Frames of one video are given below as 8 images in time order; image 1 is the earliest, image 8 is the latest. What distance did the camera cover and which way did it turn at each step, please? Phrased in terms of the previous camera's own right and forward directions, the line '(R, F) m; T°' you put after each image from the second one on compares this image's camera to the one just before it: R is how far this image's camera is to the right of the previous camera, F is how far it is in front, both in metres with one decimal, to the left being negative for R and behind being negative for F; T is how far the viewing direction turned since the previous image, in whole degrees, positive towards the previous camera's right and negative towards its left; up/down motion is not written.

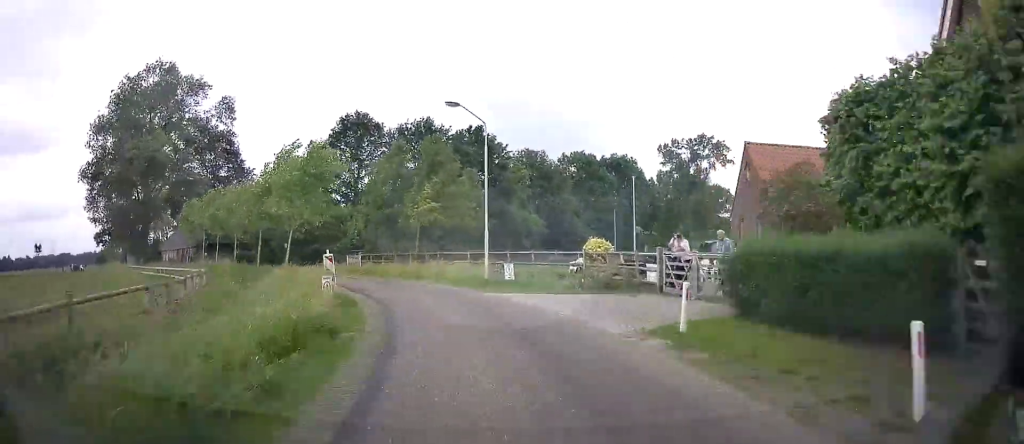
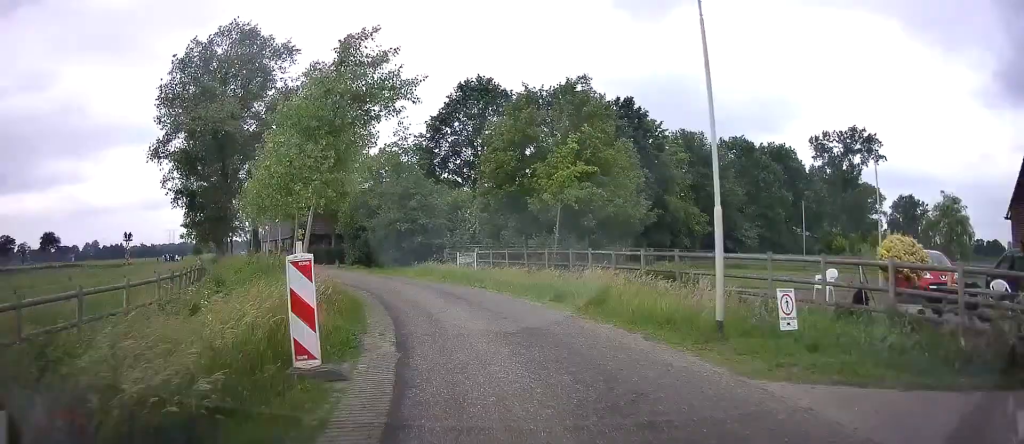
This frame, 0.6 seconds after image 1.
(-1.1, +12.3) m; -10°
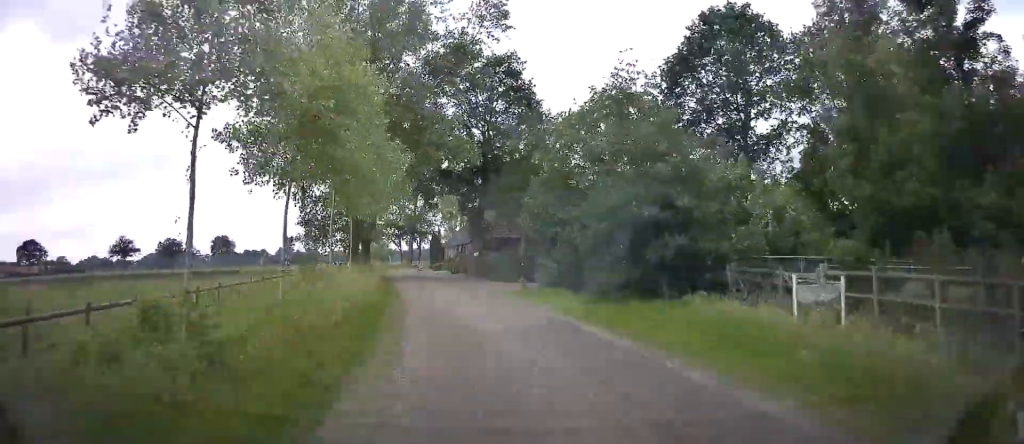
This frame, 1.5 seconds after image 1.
(-1.9, +18.9) m; -9°
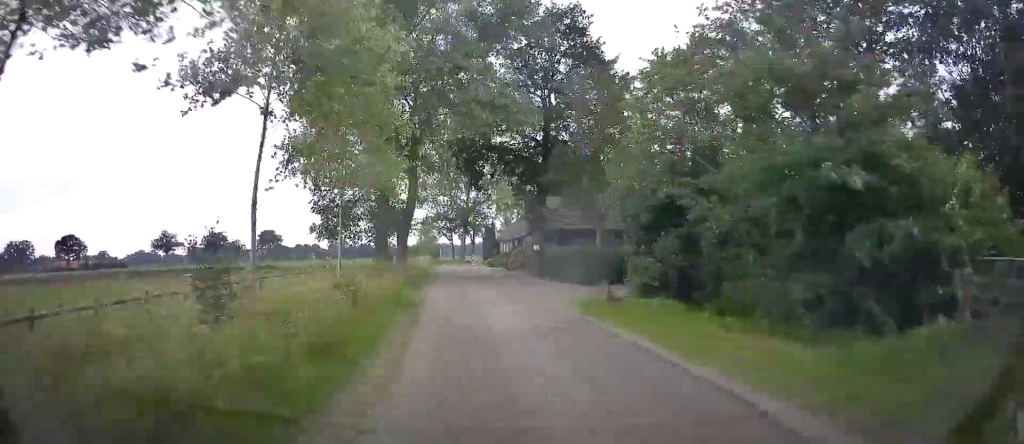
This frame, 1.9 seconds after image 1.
(-0.5, +9.1) m; -2°
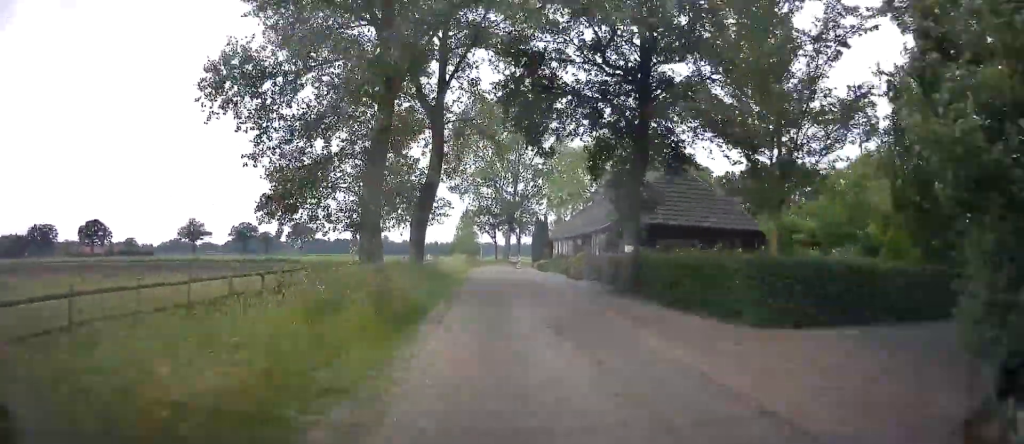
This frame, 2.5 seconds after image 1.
(-0.3, +13.1) m; -3°
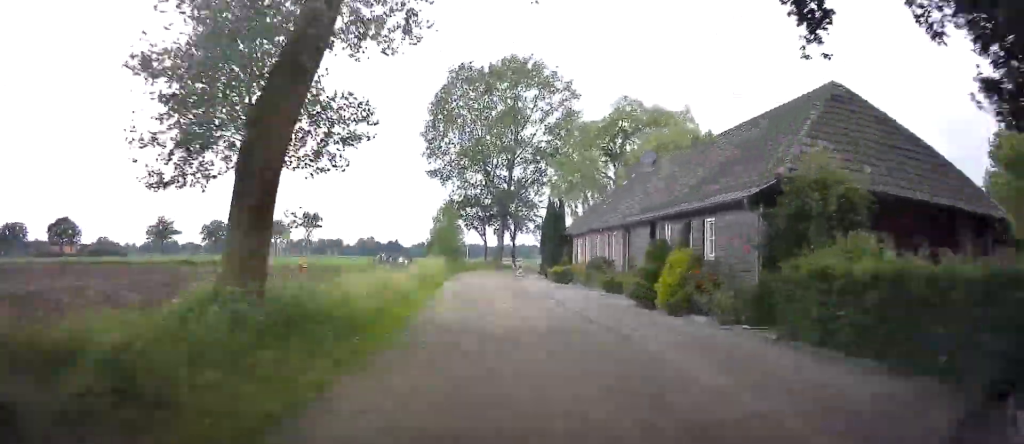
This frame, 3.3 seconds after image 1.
(-0.7, +18.6) m; +2°
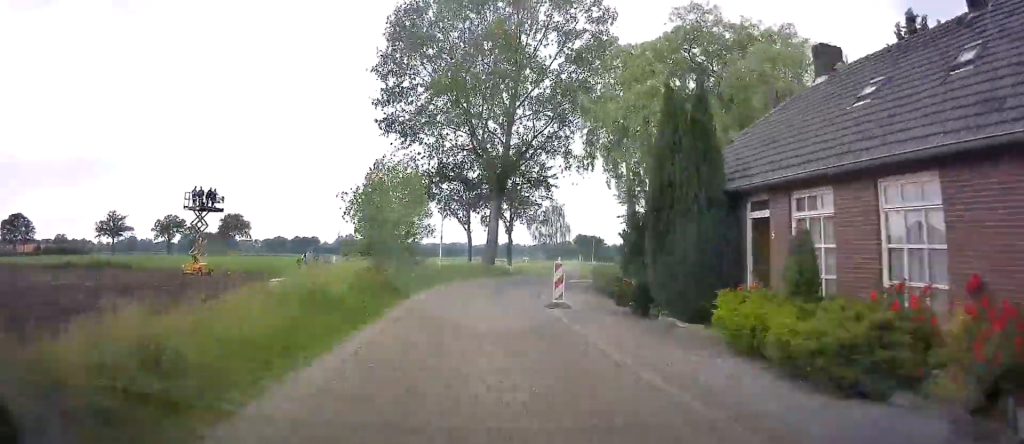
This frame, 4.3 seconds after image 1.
(+1.4, +25.5) m; +6°
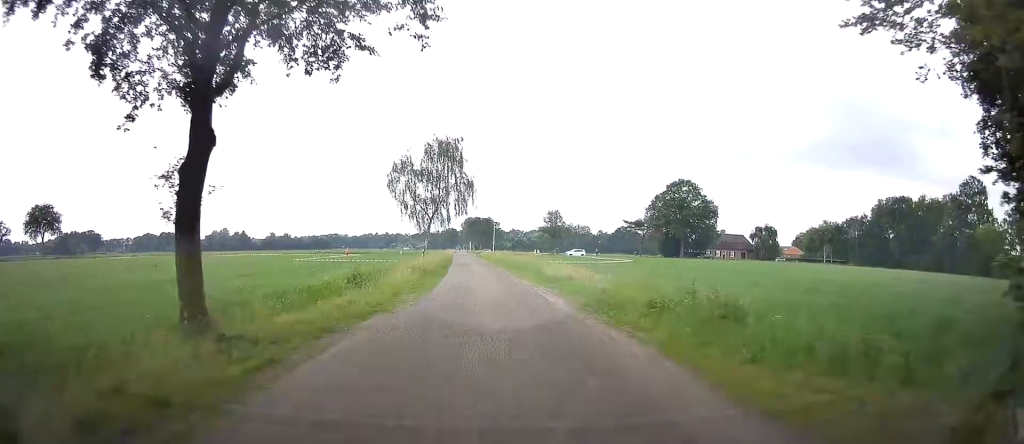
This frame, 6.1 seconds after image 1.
(+2.5, +48.6) m; +3°
